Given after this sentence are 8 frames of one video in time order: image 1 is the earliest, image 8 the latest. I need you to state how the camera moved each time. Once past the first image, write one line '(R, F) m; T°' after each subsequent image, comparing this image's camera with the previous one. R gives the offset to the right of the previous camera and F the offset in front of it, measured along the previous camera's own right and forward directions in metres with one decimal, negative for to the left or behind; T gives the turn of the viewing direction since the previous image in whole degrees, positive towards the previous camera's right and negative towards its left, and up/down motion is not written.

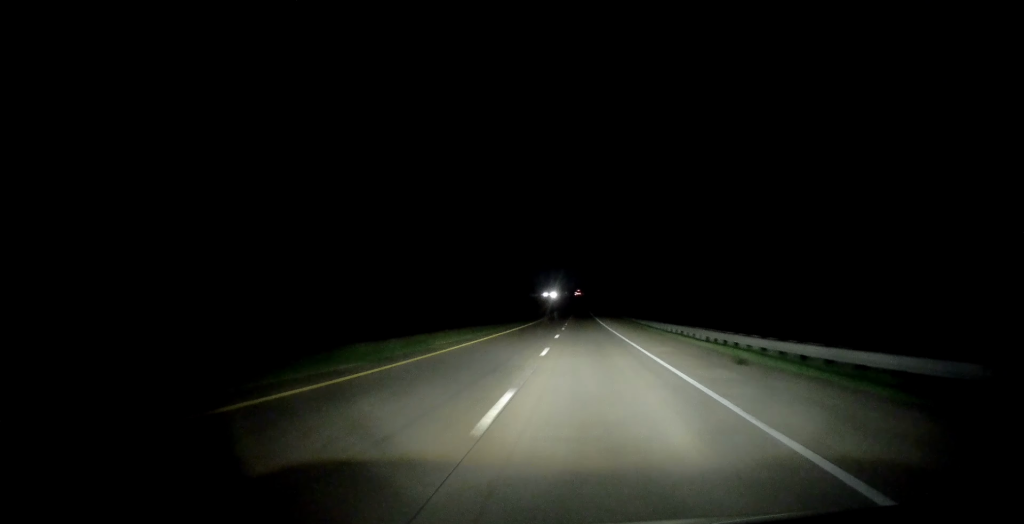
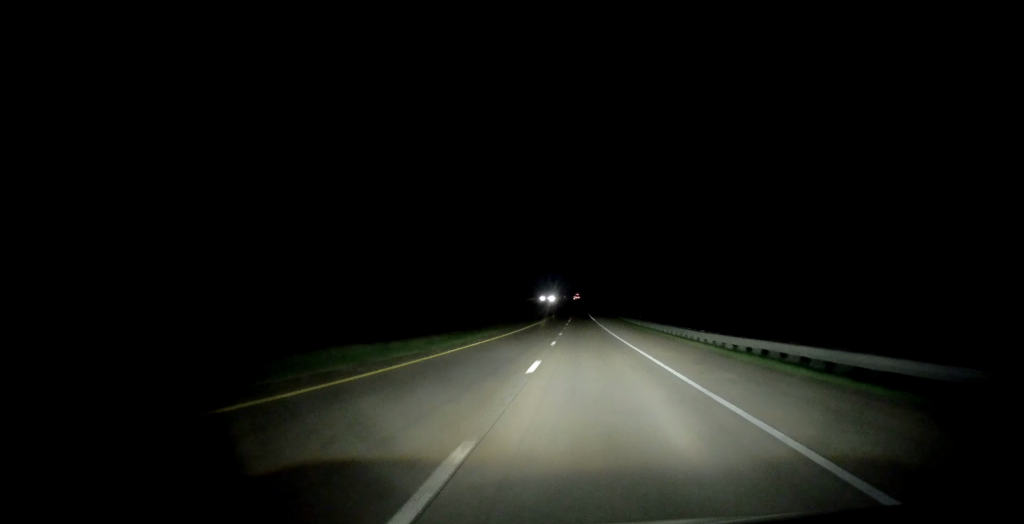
(0.0, +18.4) m; 0°
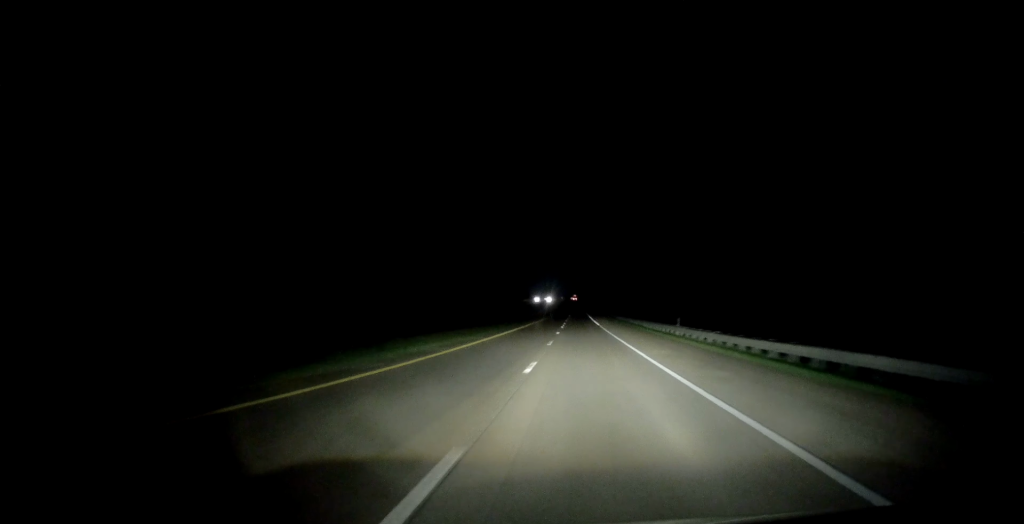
(+0.2, +25.2) m; -1°
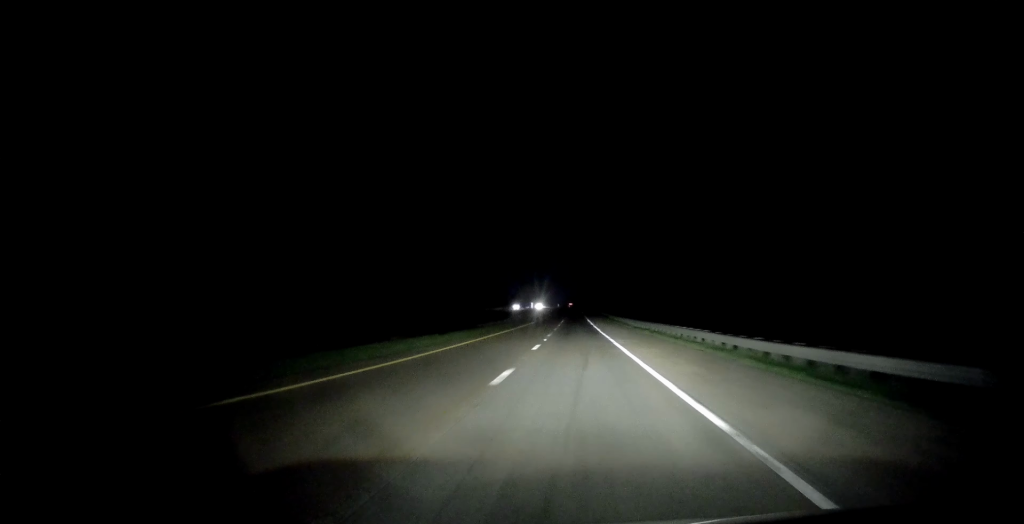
(+0.4, +76.1) m; +2°
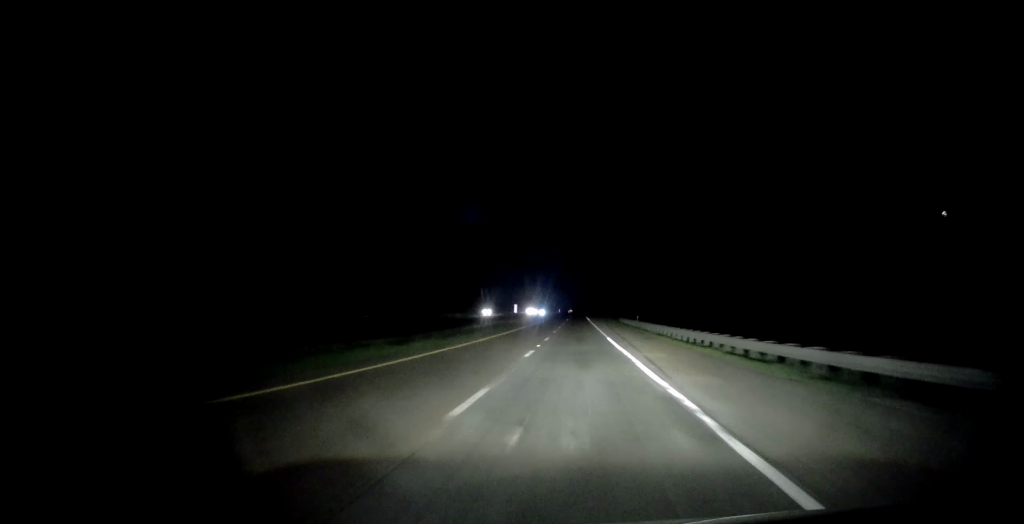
(-0.4, +52.8) m; -2°
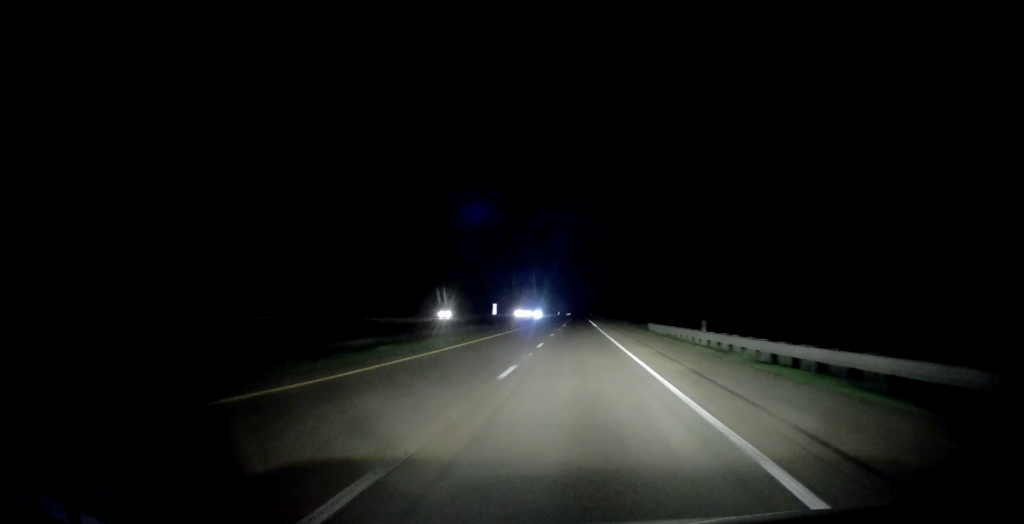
(-0.1, +31.3) m; +1°
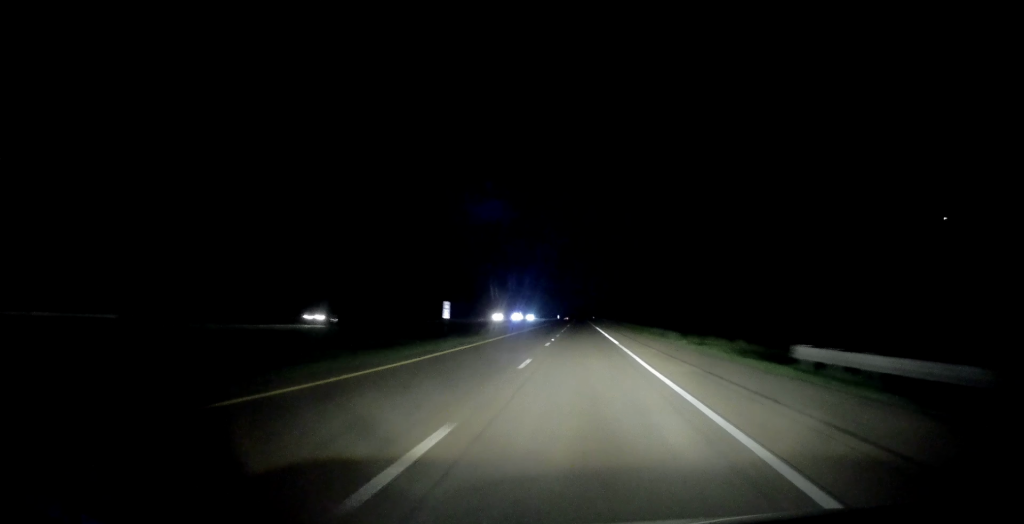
(+0.6, +33.6) m; 0°
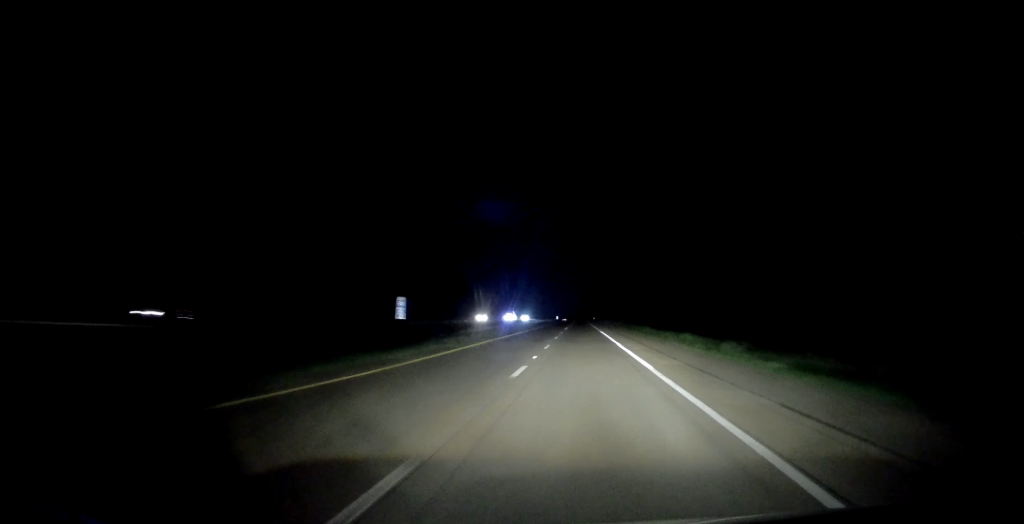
(+0.1, +14.6) m; 0°
